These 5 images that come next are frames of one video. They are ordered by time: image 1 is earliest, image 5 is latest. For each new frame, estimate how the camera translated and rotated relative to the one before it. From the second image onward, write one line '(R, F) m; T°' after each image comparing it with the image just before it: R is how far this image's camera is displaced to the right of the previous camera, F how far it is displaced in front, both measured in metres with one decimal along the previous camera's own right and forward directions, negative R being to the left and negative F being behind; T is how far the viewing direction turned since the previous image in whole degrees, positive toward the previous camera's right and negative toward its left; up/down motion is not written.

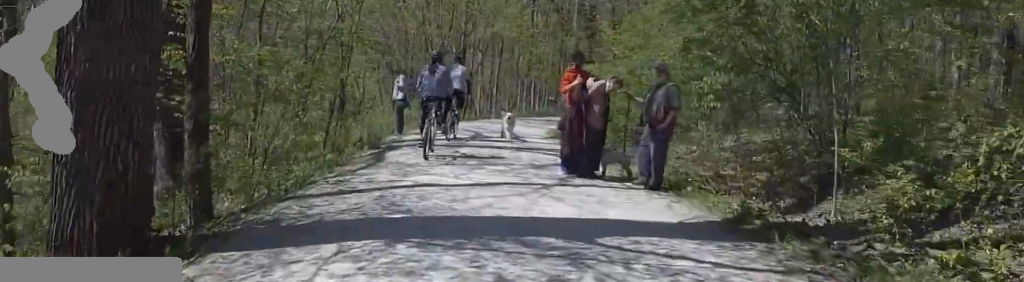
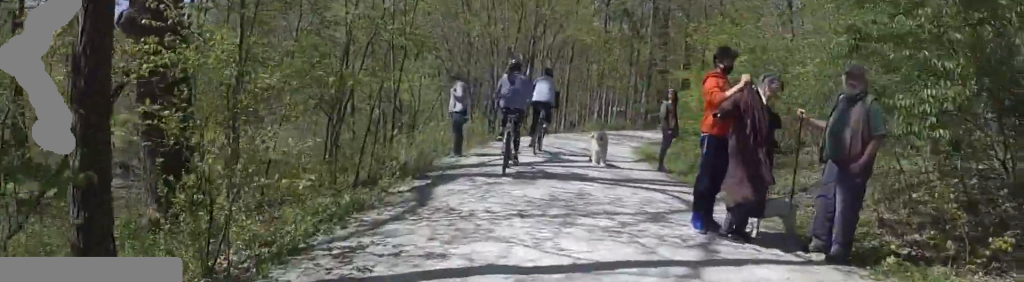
(+0.3, +2.5) m; +4°
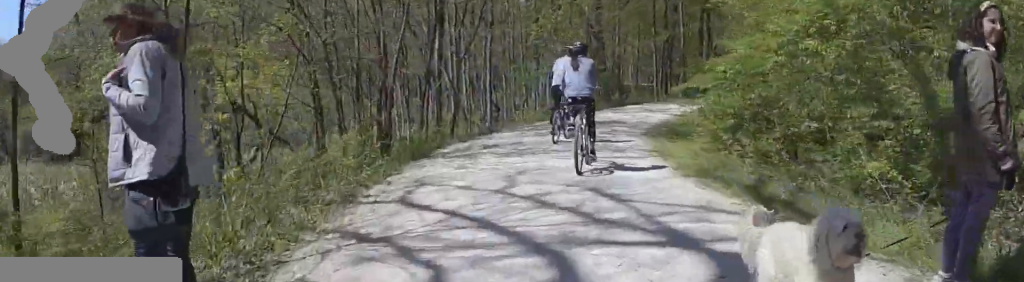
(-1.0, +8.5) m; -3°
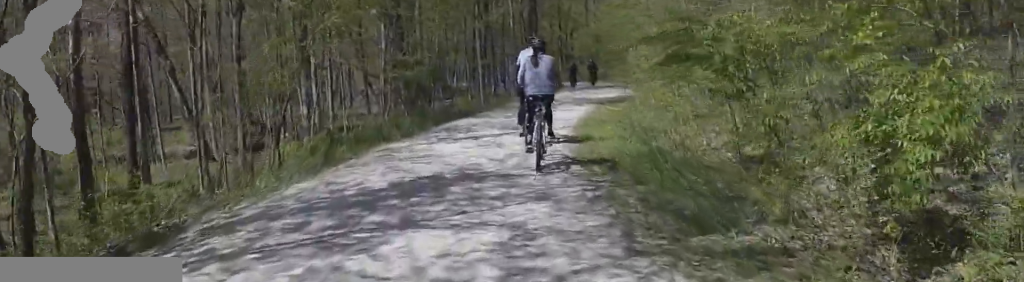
(+1.6, +9.2) m; +21°
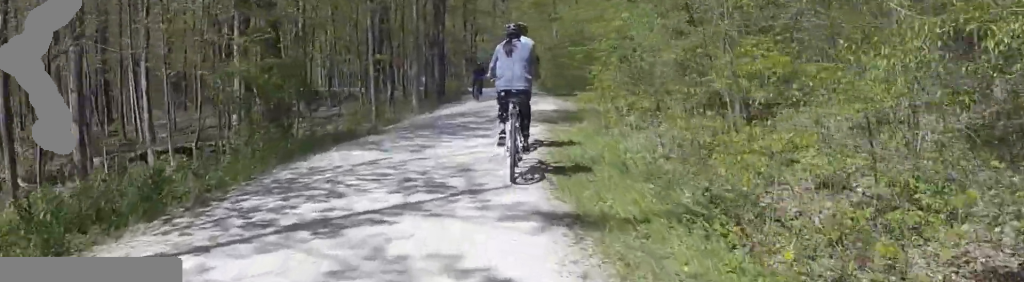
(+0.5, +6.3) m; +2°
